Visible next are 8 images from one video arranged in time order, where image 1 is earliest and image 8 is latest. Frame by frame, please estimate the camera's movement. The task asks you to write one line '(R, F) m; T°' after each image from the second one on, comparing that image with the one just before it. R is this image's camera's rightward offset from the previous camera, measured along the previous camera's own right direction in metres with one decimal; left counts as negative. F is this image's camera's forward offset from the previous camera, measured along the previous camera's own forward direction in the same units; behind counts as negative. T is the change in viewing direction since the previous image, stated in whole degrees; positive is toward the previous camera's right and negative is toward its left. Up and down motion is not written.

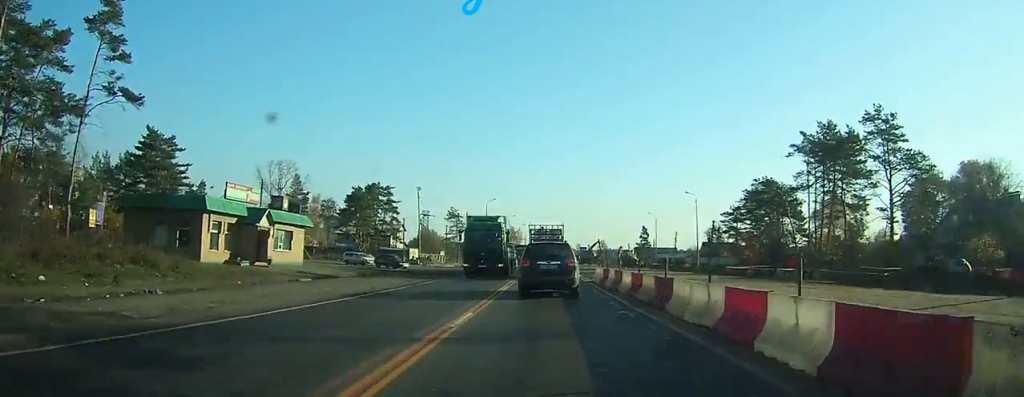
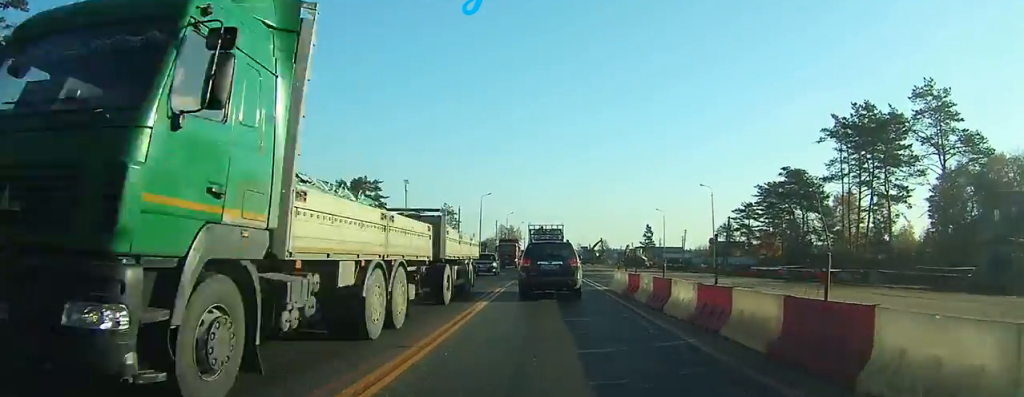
(0.0, +8.8) m; -1°
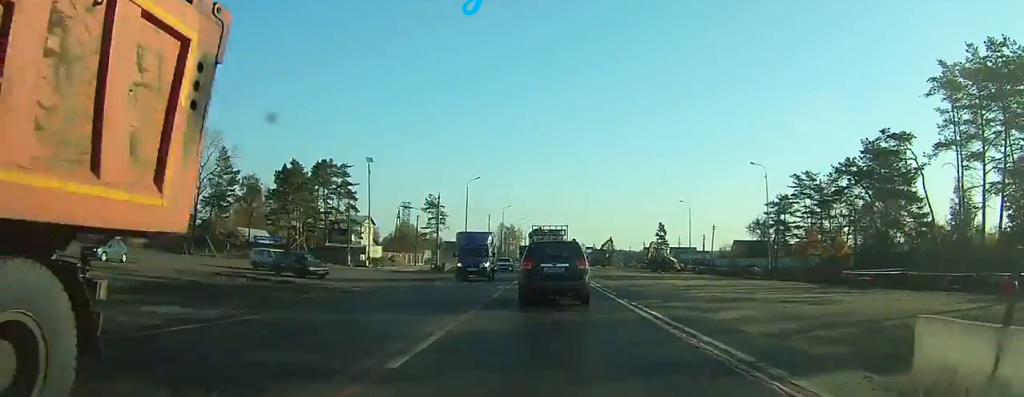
(-0.5, +19.8) m; -2°
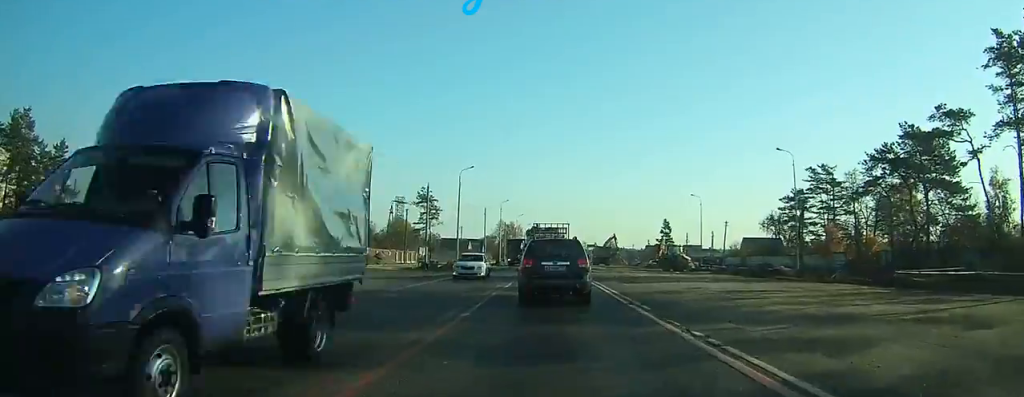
(0.0, +7.2) m; +1°
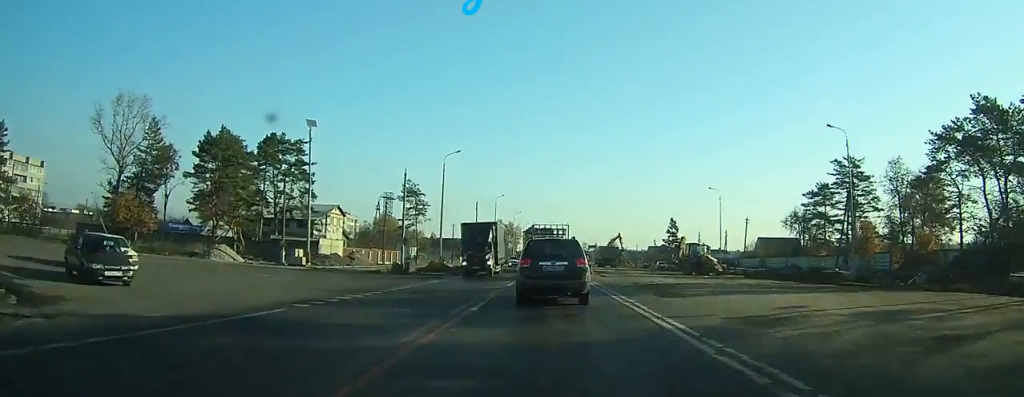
(+0.2, +10.7) m; +1°
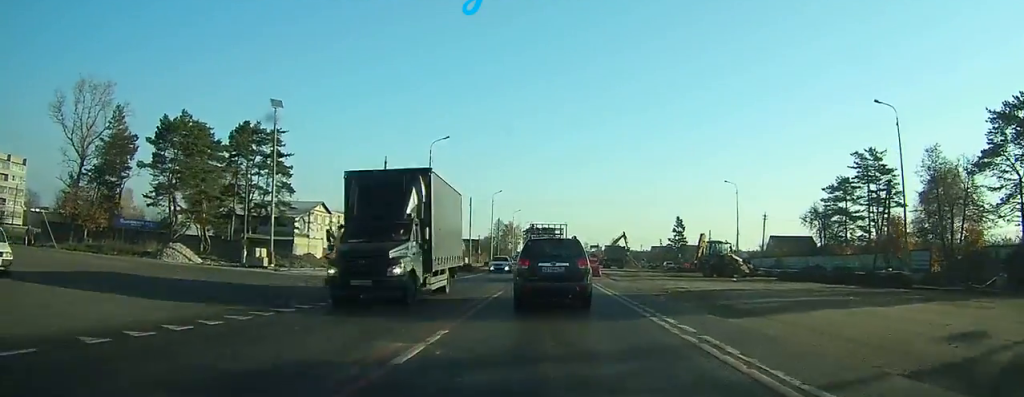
(0.0, +6.6) m; 0°
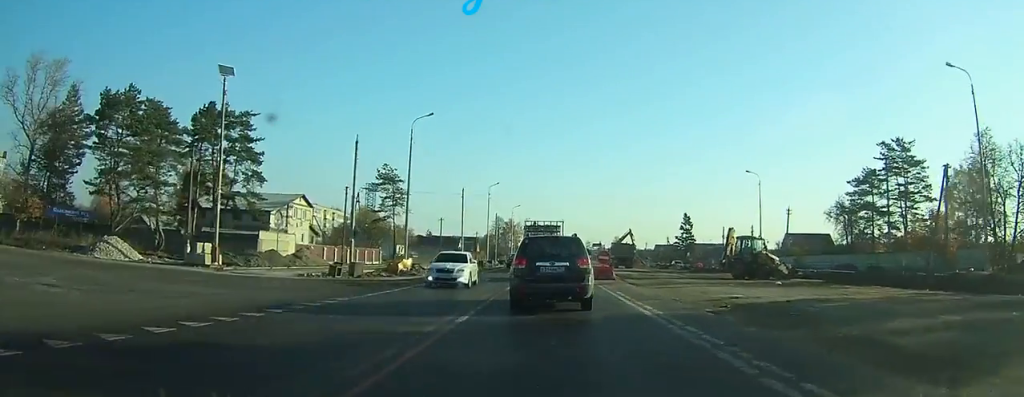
(0.0, +7.2) m; 0°
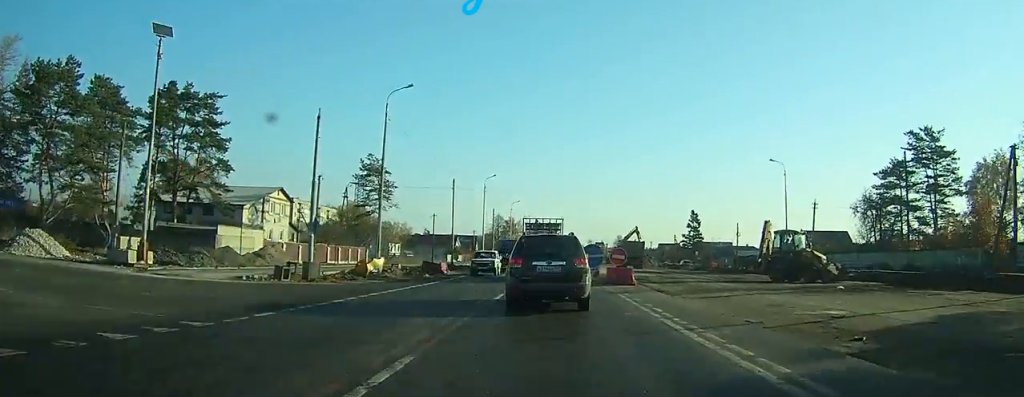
(0.0, +7.0) m; 0°
